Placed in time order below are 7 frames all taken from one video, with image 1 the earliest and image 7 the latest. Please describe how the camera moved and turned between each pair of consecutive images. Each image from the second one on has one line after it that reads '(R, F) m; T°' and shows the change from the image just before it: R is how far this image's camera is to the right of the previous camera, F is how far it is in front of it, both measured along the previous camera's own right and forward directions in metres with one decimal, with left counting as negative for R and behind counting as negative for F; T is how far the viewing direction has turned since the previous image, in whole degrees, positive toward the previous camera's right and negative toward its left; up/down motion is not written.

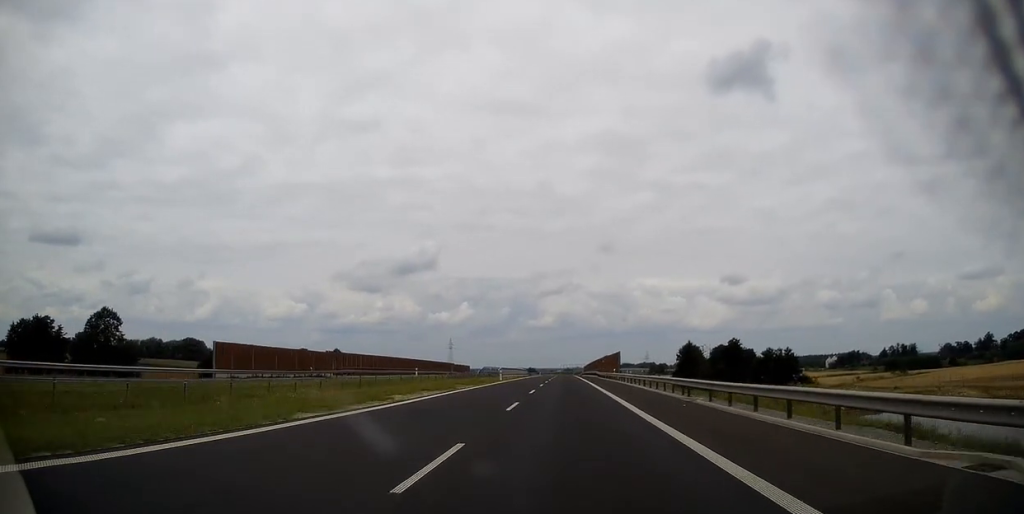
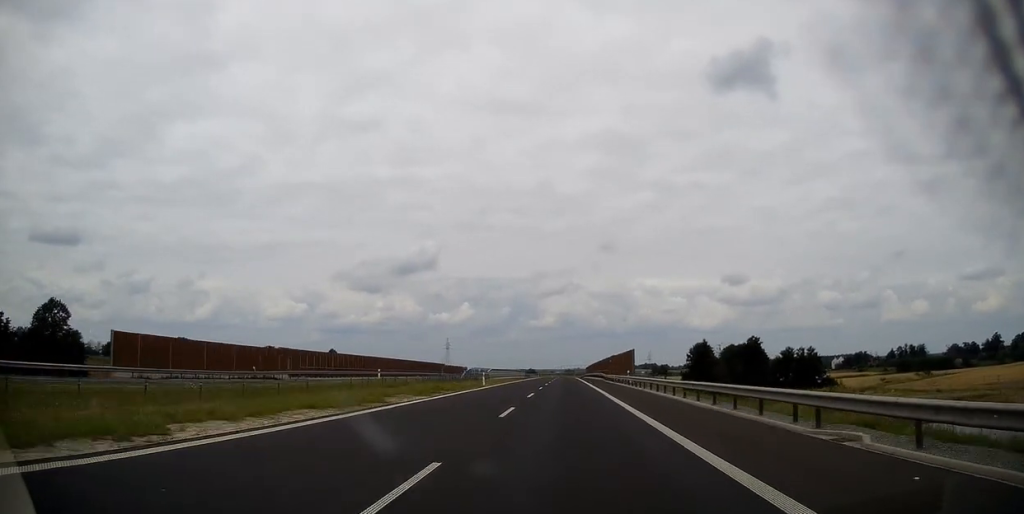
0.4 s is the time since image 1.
(0.0, +13.8) m; 0°
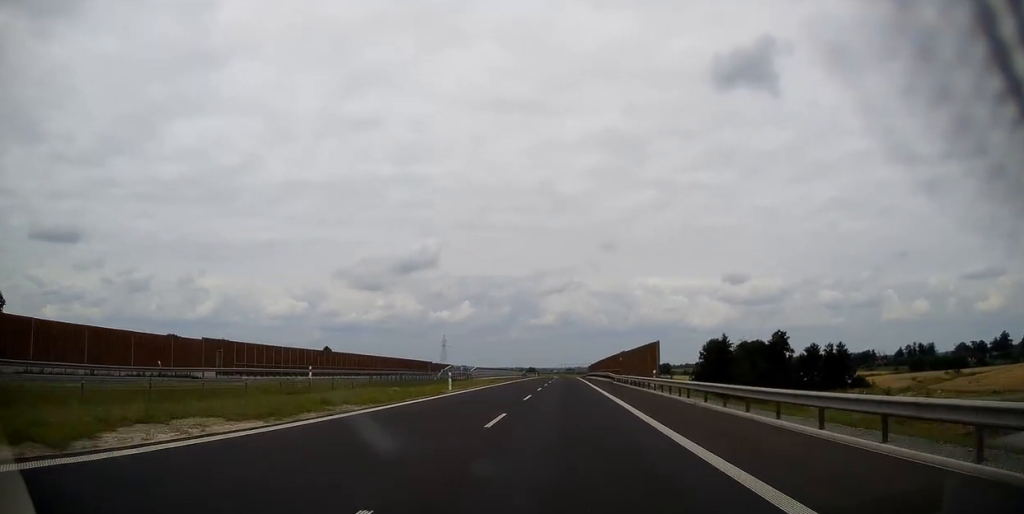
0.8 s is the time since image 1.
(0.0, +14.9) m; 0°
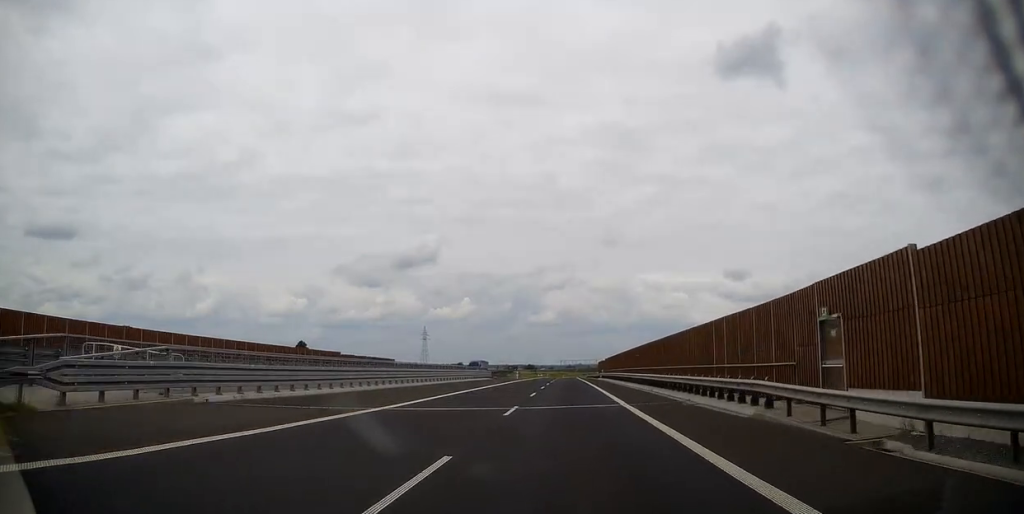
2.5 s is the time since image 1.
(-0.1, +56.3) m; 0°
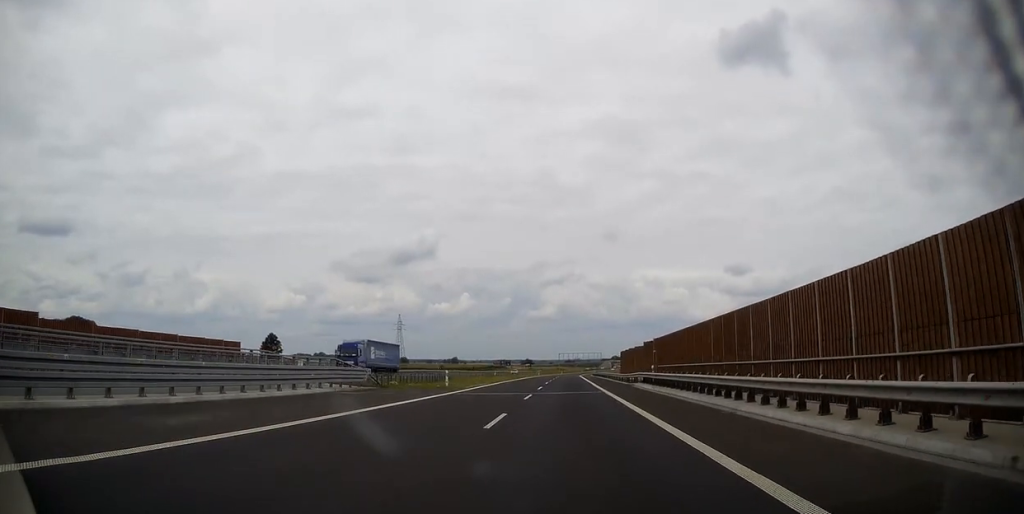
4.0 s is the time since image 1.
(0.0, +51.9) m; 0°
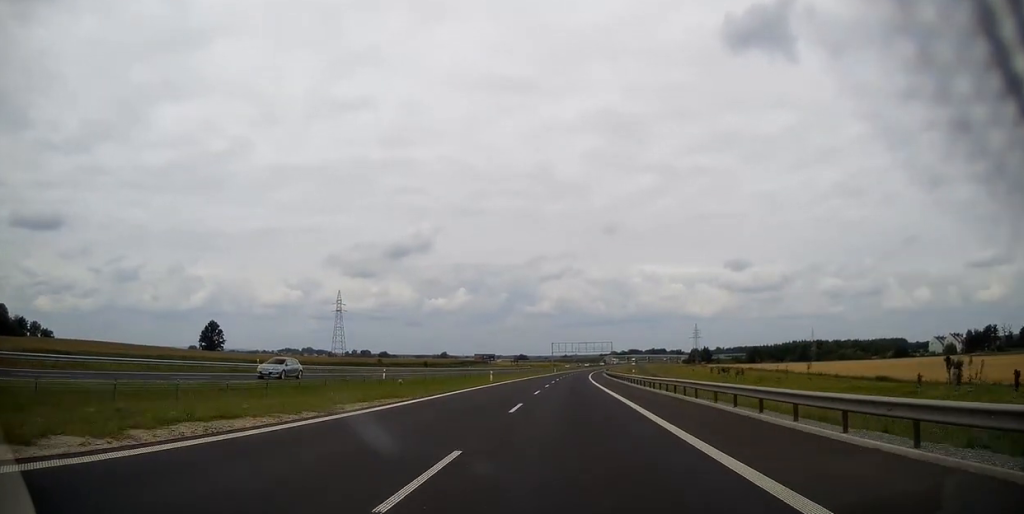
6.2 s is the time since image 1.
(-0.1, +78.8) m; +1°
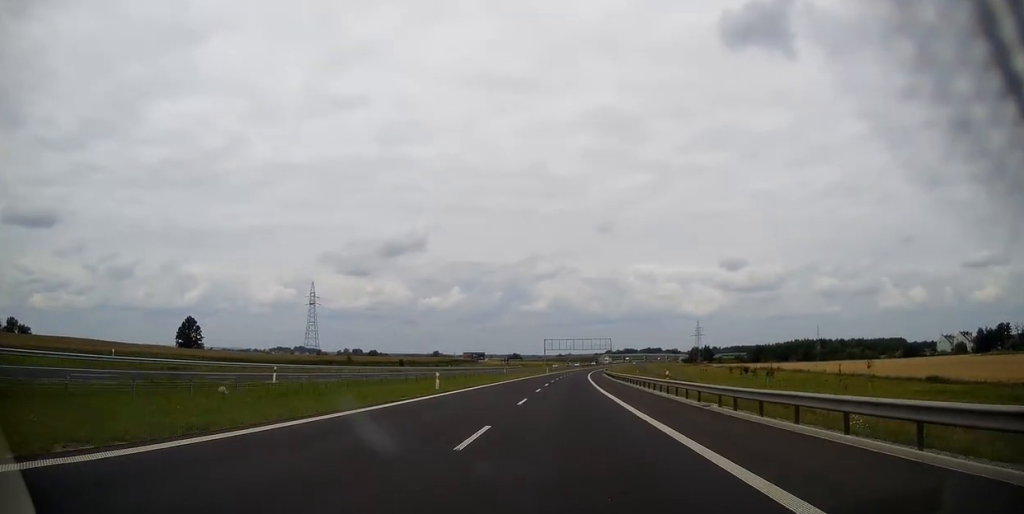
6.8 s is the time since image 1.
(+0.1, +19.8) m; 0°
